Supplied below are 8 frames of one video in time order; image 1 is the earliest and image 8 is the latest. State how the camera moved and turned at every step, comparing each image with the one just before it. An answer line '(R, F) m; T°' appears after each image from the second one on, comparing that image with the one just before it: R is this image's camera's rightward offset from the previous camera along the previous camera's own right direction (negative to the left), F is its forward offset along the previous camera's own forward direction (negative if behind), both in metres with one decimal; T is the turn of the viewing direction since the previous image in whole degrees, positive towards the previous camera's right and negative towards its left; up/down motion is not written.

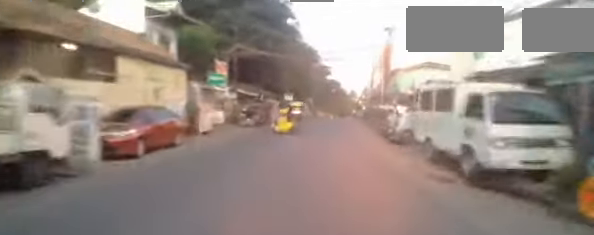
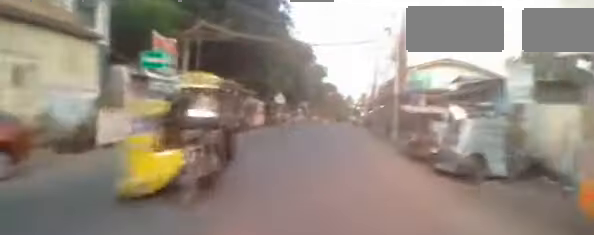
(-0.1, +6.2) m; 0°
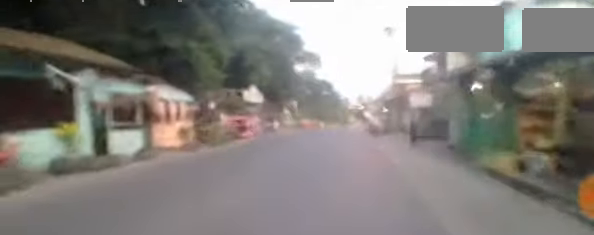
(+0.3, +17.1) m; +1°
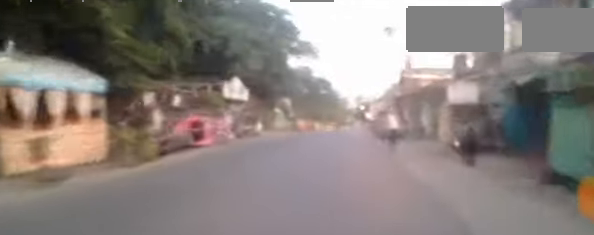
(0.0, +7.0) m; +1°
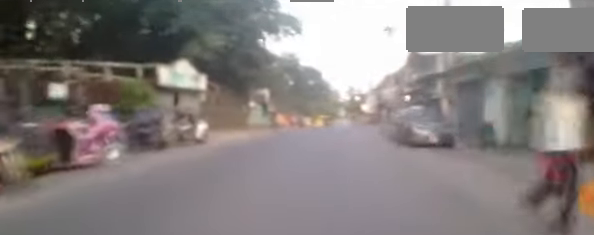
(+0.1, +10.4) m; -1°
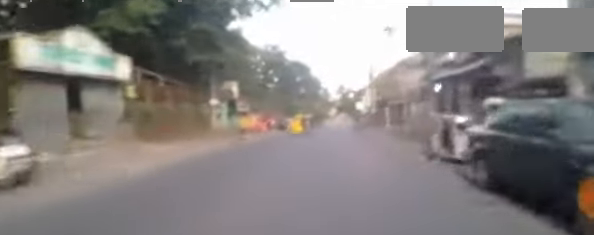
(0.0, +9.2) m; -1°
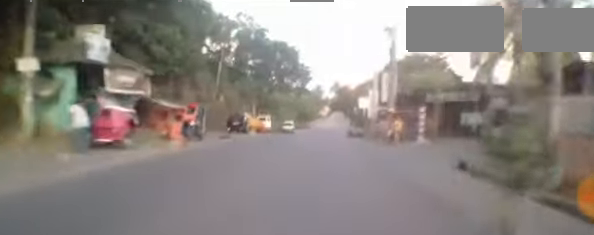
(+0.6, +18.5) m; +5°
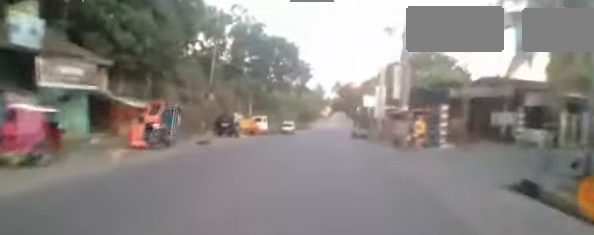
(-0.1, +4.0) m; 0°
